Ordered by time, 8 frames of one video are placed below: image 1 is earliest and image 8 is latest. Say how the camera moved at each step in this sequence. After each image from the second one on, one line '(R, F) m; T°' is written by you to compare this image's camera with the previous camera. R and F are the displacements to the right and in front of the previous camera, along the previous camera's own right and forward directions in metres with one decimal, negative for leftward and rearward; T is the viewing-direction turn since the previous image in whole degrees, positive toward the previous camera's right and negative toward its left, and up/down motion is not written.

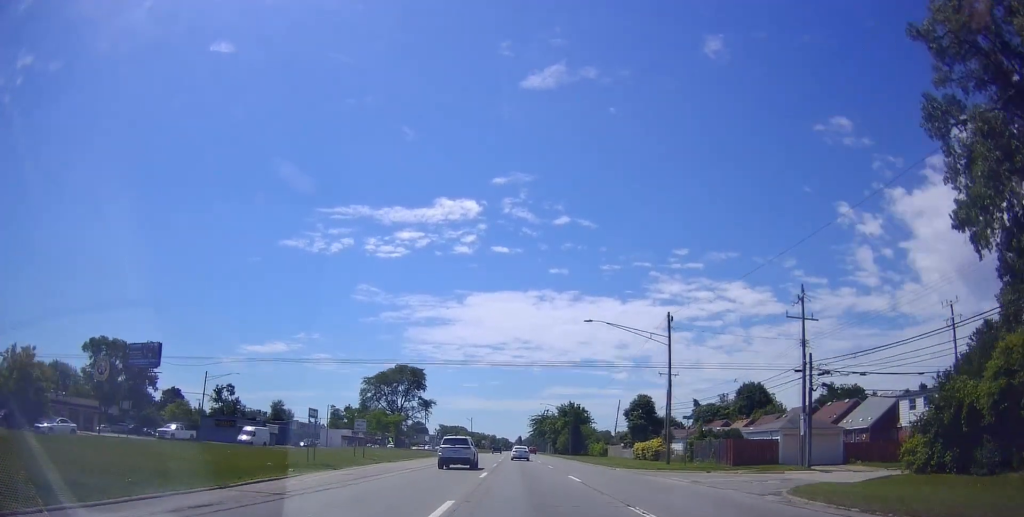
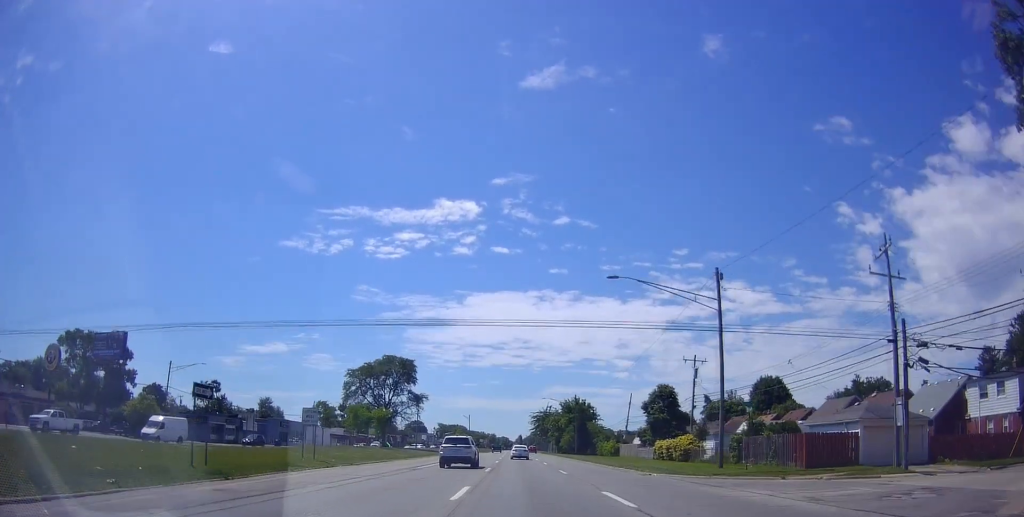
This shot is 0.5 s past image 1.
(-0.3, +10.8) m; 0°
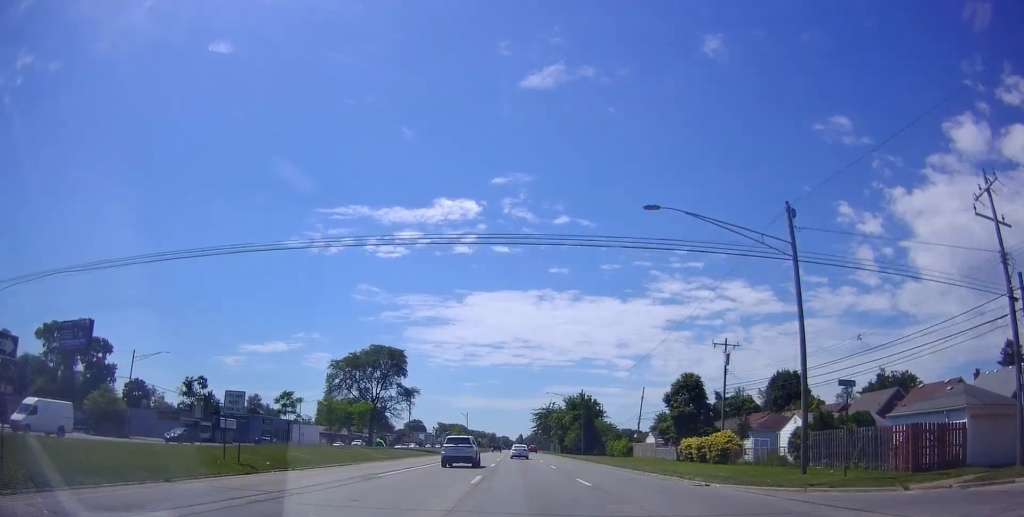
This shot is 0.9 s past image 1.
(-0.2, +9.4) m; 0°
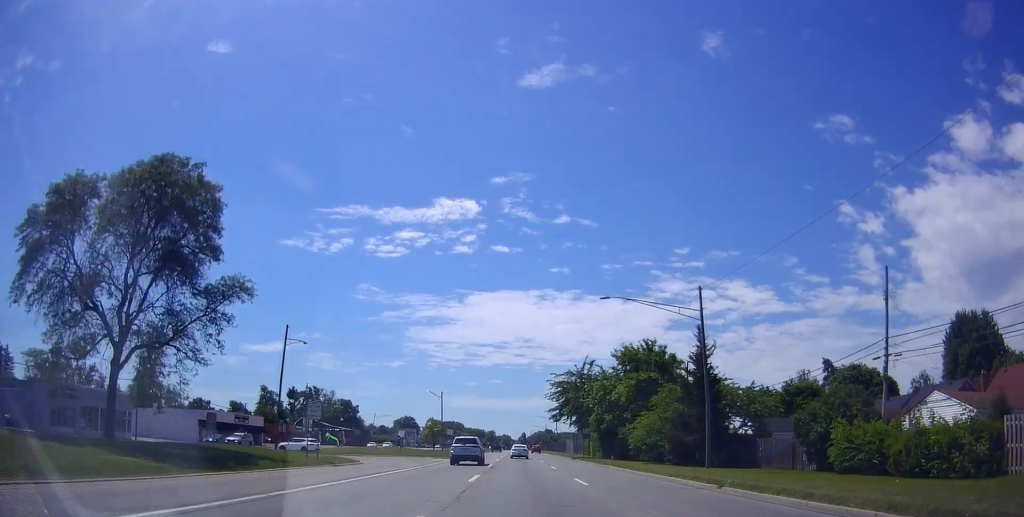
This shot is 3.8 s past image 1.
(+0.8, +60.7) m; -1°
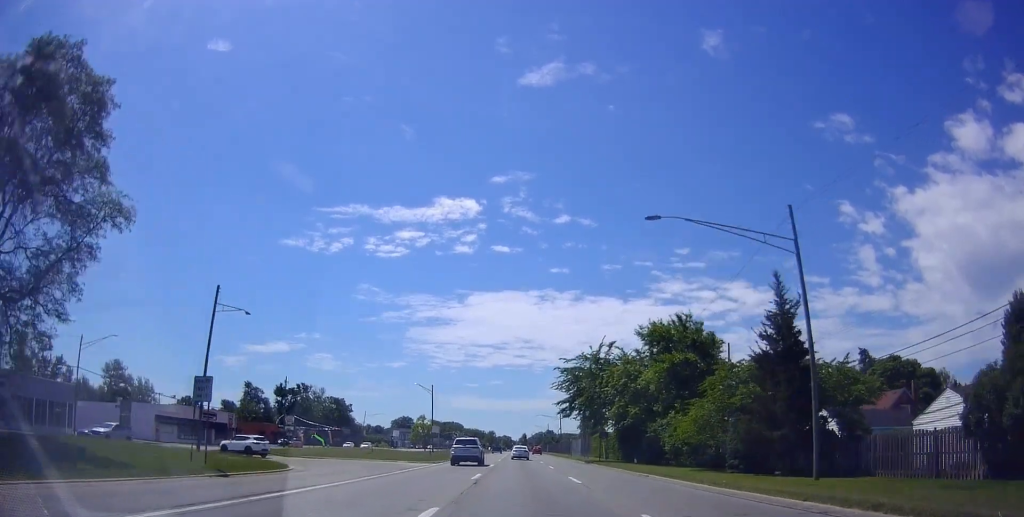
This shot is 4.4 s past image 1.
(-0.1, +12.7) m; 0°
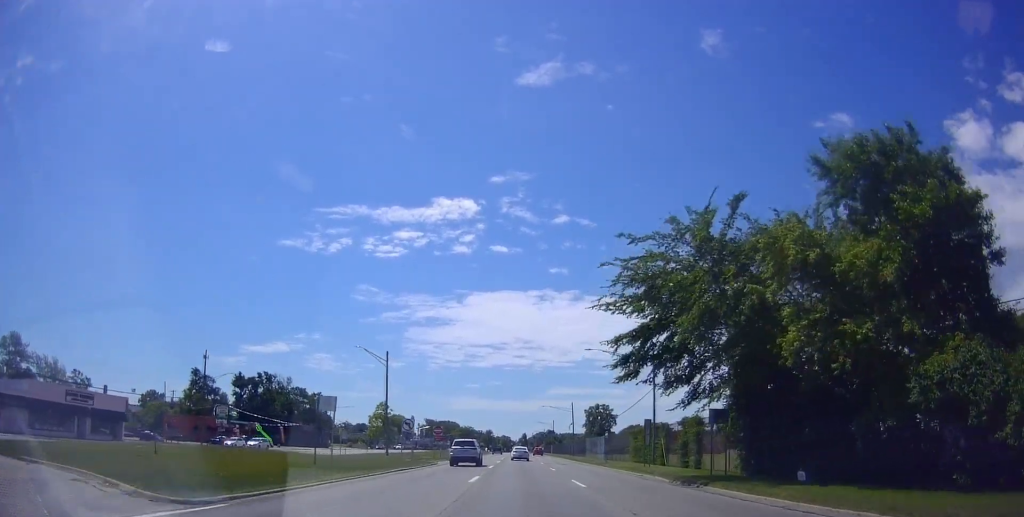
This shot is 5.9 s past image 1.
(+1.0, +32.4) m; +2°
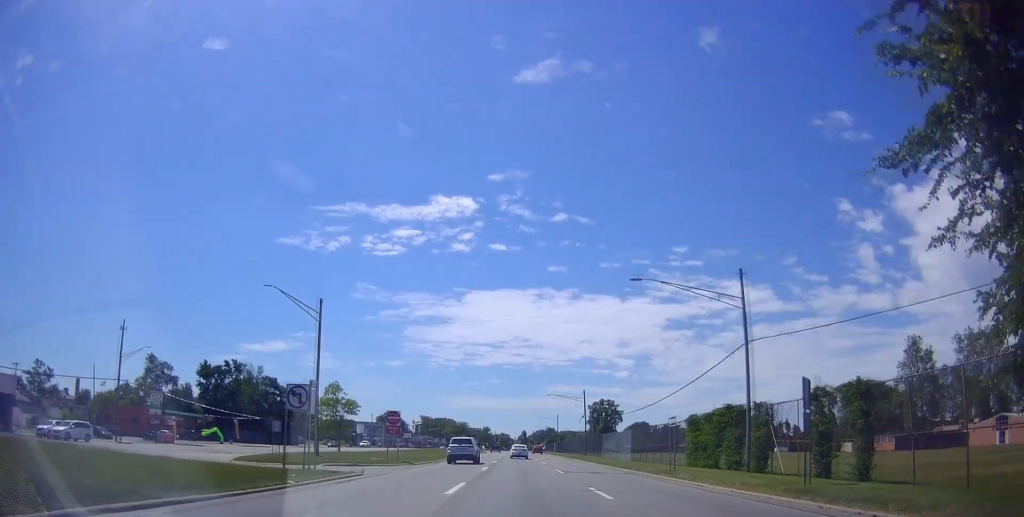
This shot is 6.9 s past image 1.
(-0.2, +21.3) m; -2°
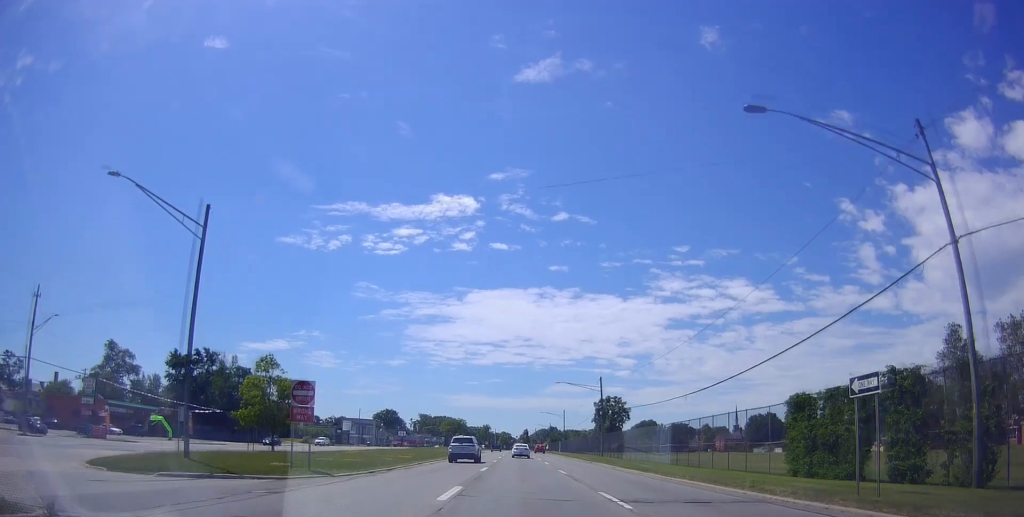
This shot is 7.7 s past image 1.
(-0.3, +16.9) m; 0°
